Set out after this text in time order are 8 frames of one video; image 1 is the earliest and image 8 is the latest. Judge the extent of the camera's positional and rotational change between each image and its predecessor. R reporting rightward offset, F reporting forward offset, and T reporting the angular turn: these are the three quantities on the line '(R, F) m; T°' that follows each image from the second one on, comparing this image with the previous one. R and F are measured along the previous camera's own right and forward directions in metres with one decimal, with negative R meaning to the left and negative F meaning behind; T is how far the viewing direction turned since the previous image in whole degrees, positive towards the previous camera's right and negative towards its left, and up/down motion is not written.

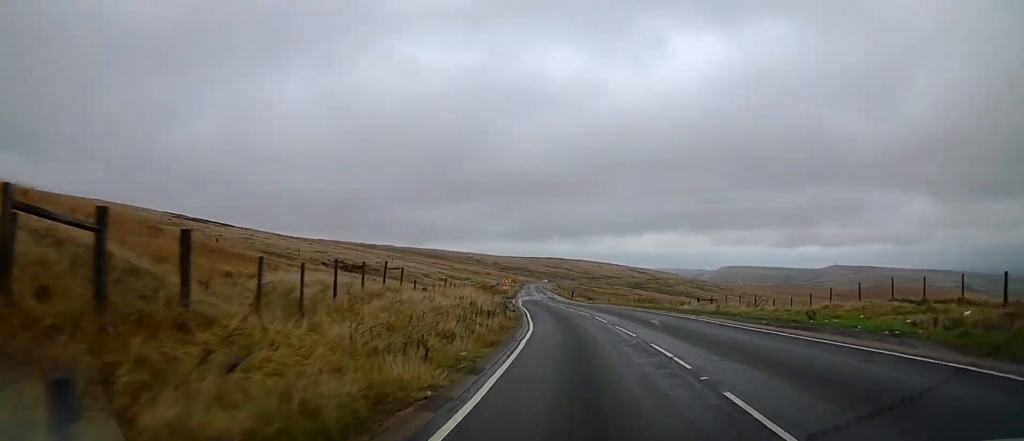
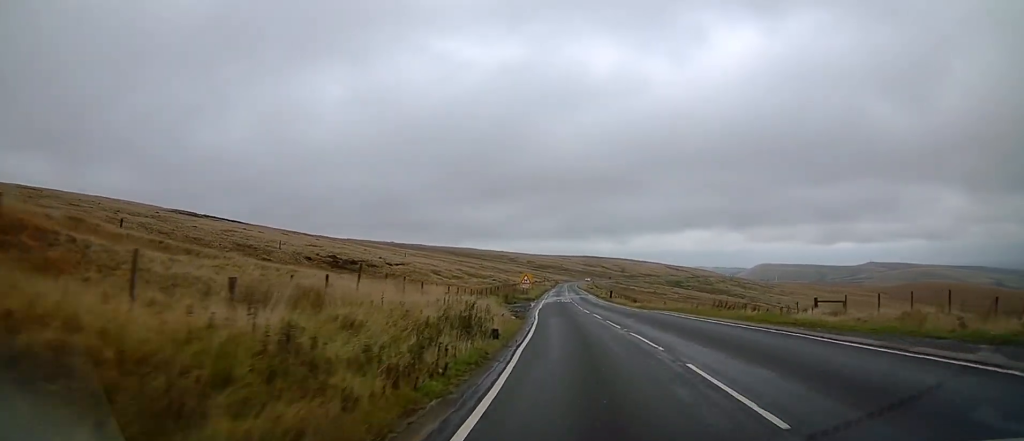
(-0.5, +16.3) m; -3°
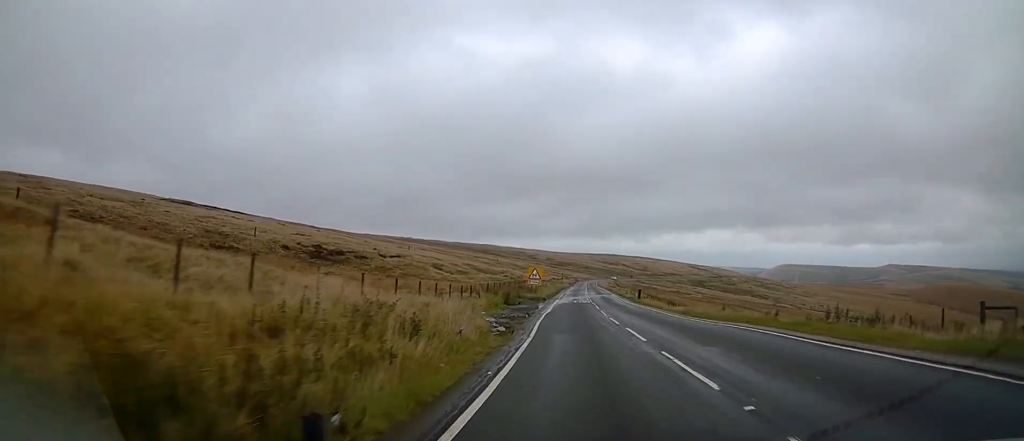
(-0.1, +11.0) m; -2°
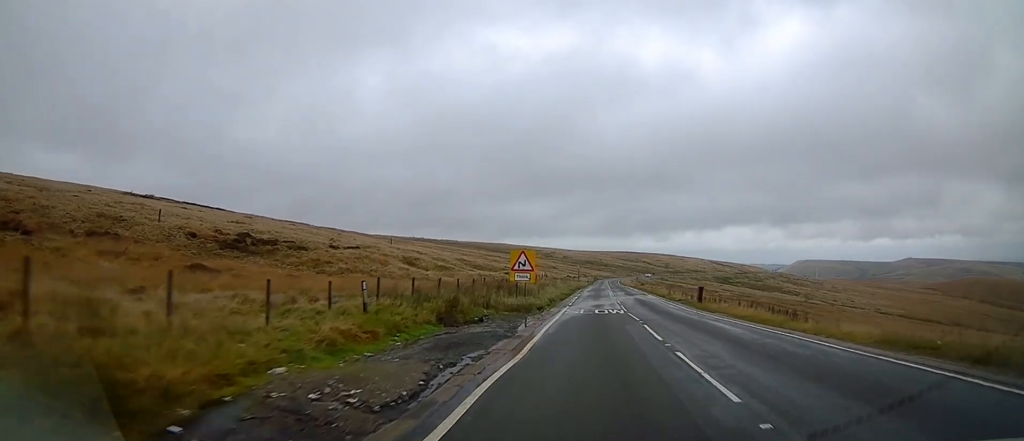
(-0.6, +19.8) m; -2°
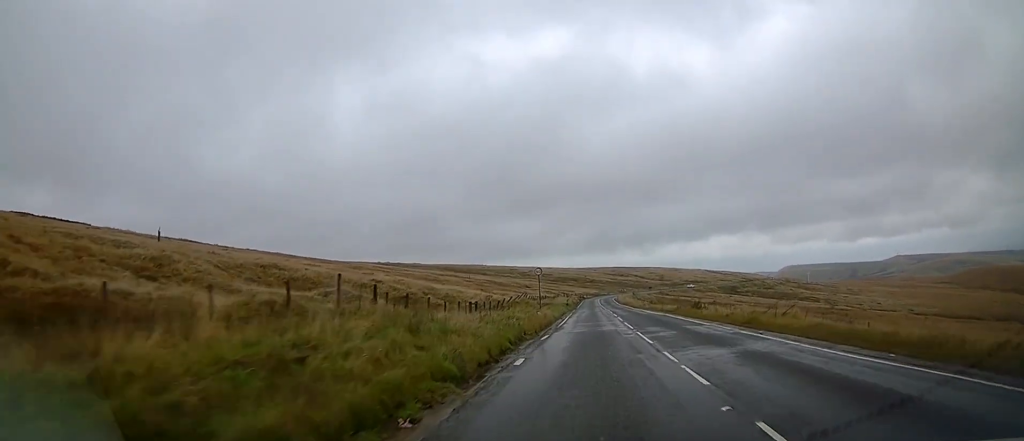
(-0.3, +49.4) m; 0°
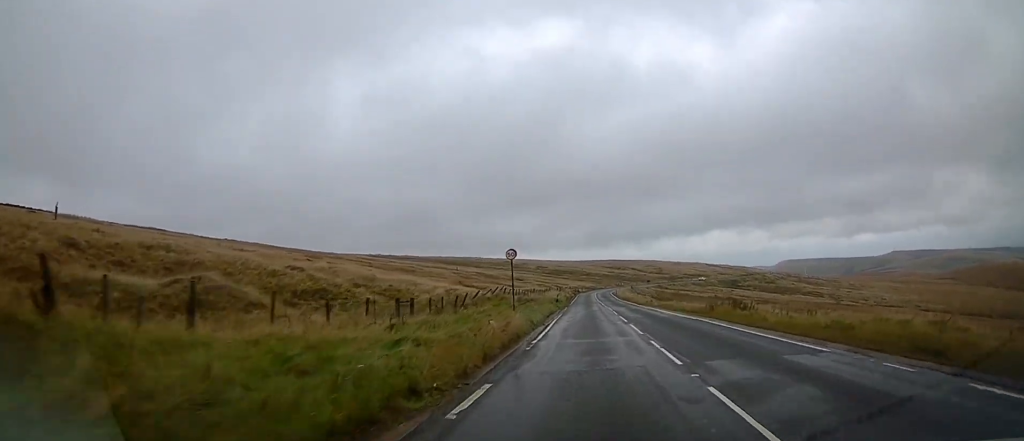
(0.0, +10.8) m; 0°
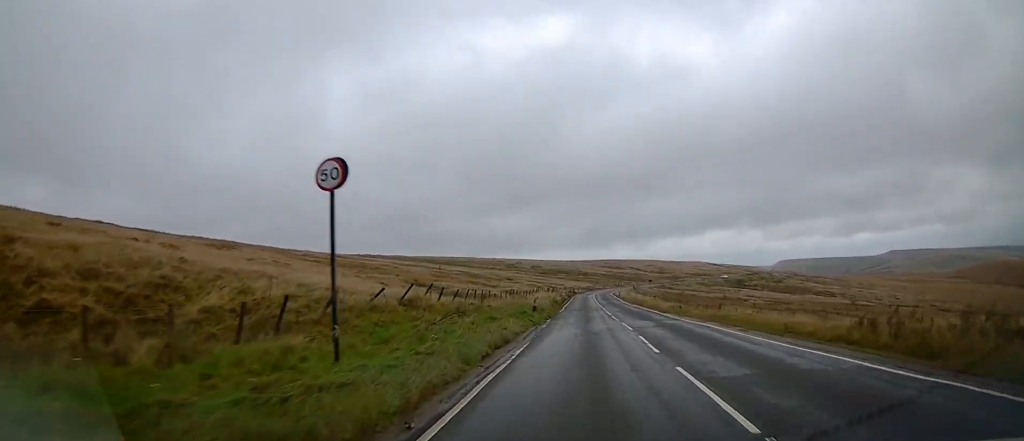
(+0.1, +16.8) m; 0°
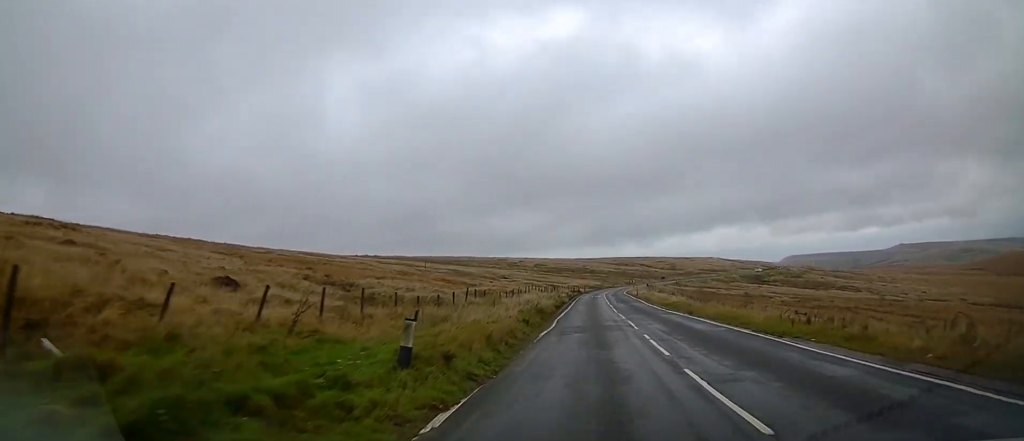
(0.0, +19.2) m; 0°
